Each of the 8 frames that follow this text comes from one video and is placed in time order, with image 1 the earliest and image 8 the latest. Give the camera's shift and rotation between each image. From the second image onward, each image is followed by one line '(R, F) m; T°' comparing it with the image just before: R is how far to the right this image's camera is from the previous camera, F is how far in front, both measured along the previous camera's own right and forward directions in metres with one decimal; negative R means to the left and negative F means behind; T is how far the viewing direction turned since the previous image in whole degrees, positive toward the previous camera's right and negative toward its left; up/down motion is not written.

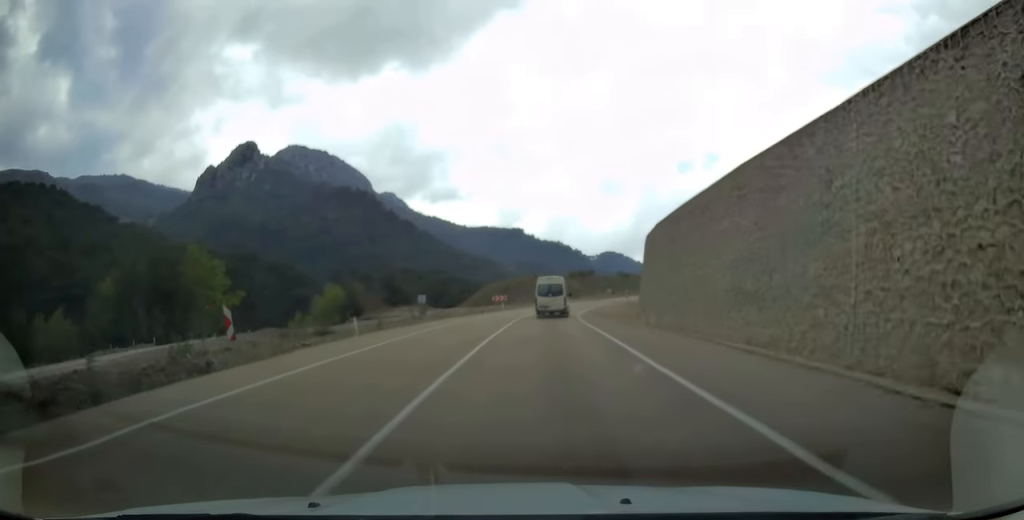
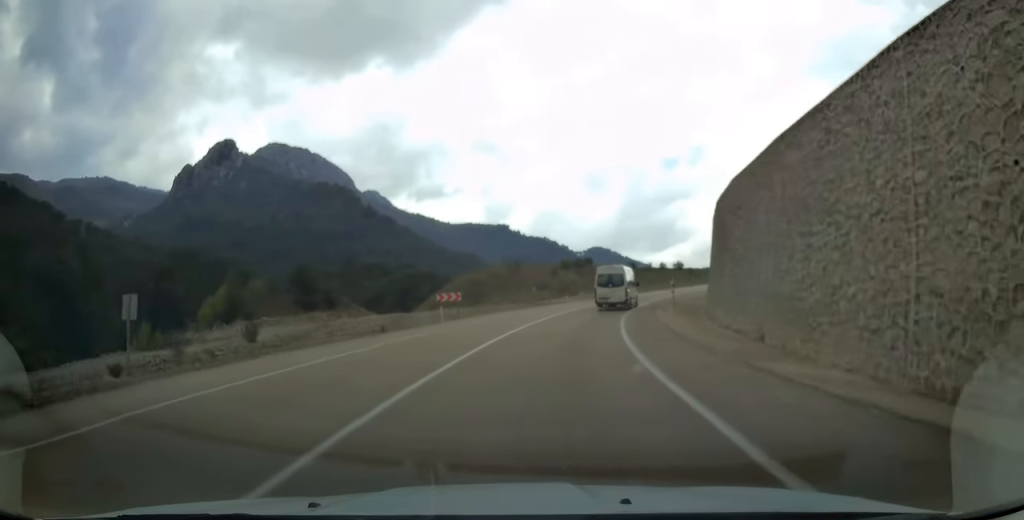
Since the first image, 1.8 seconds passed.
(+0.6, +32.3) m; +4°
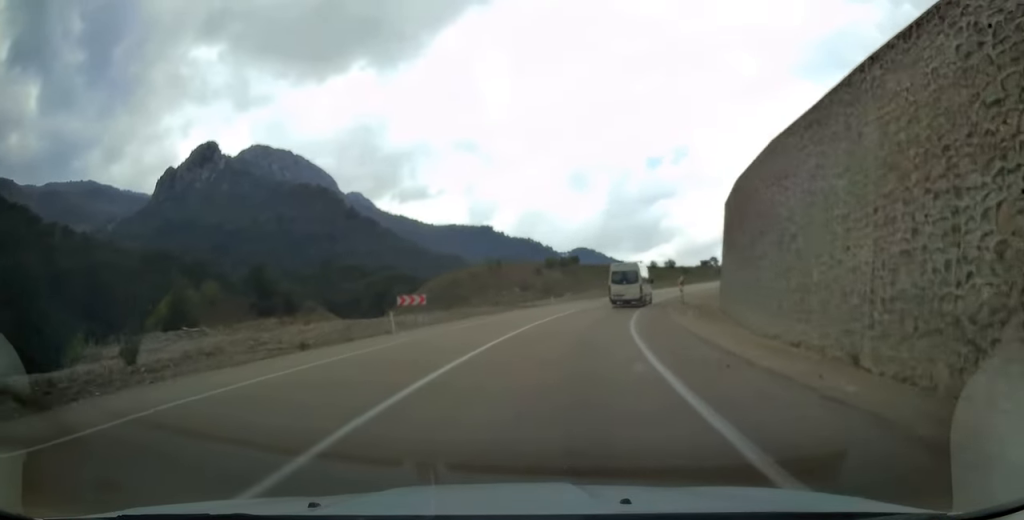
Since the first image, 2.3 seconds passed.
(+0.2, +7.4) m; +2°
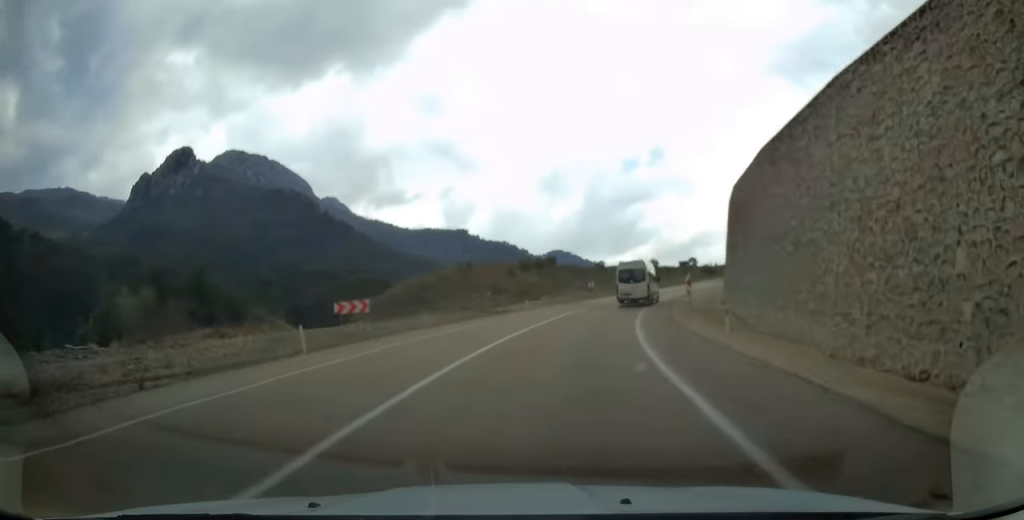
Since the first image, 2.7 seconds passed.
(+0.1, +7.3) m; +2°
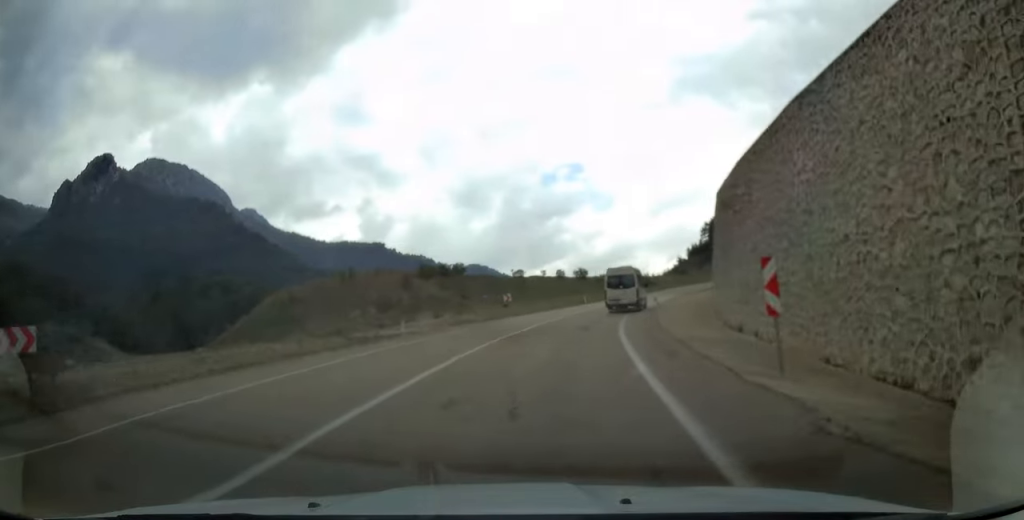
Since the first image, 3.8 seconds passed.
(+0.7, +17.9) m; +5°
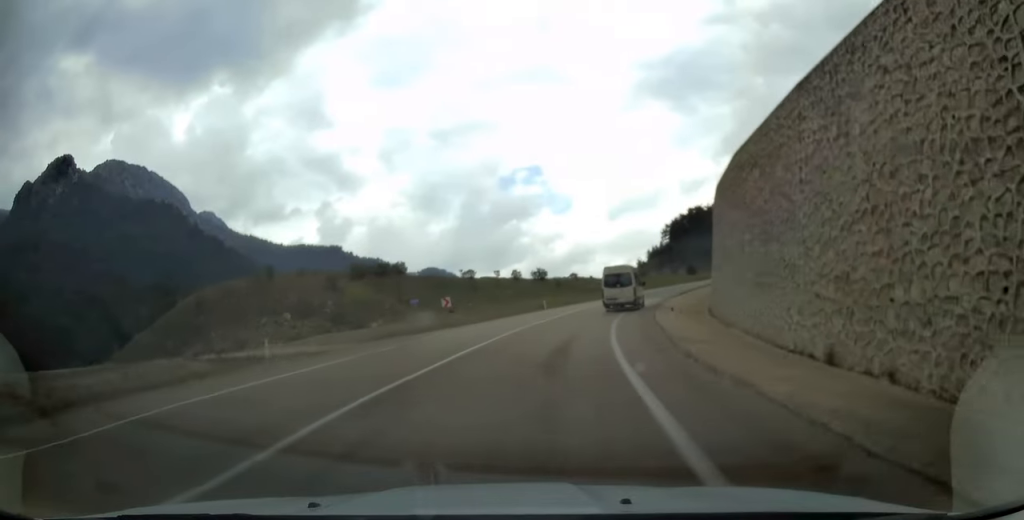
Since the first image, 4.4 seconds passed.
(+0.3, +10.7) m; +4°
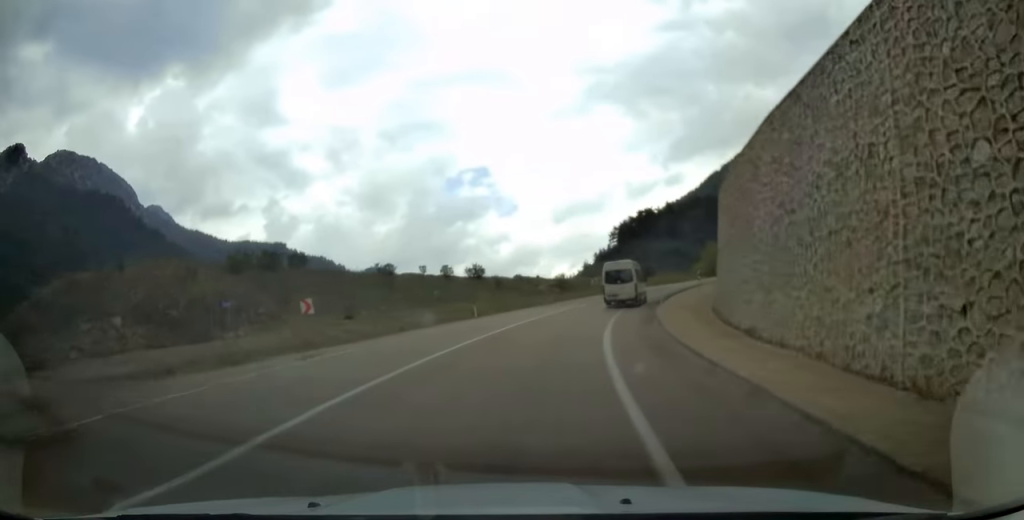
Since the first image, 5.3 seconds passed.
(+0.8, +15.3) m; +5°
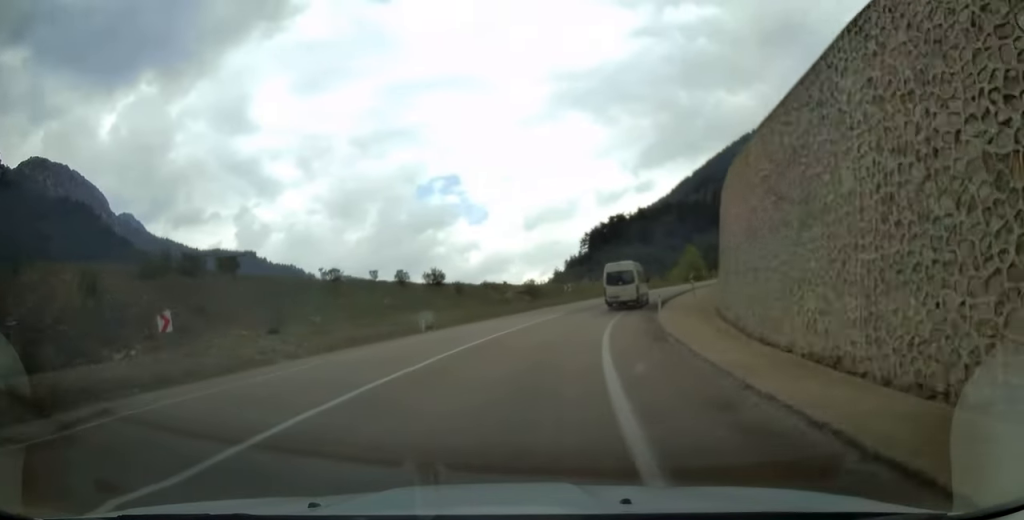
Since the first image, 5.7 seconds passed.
(+0.1, +7.4) m; +3°
